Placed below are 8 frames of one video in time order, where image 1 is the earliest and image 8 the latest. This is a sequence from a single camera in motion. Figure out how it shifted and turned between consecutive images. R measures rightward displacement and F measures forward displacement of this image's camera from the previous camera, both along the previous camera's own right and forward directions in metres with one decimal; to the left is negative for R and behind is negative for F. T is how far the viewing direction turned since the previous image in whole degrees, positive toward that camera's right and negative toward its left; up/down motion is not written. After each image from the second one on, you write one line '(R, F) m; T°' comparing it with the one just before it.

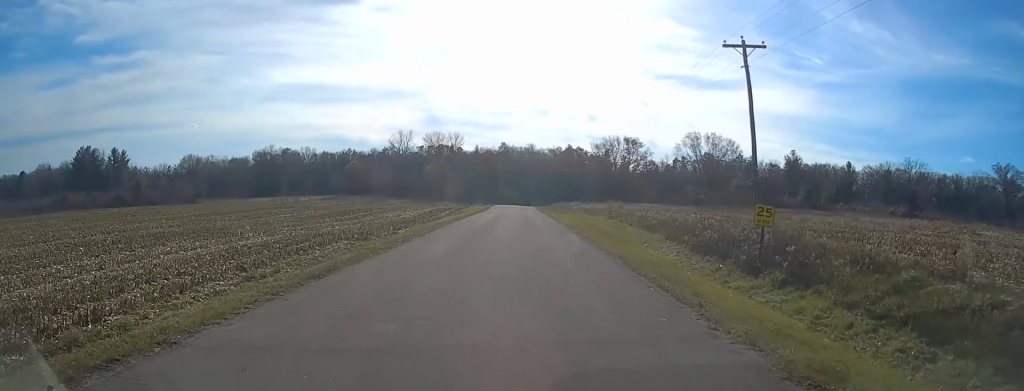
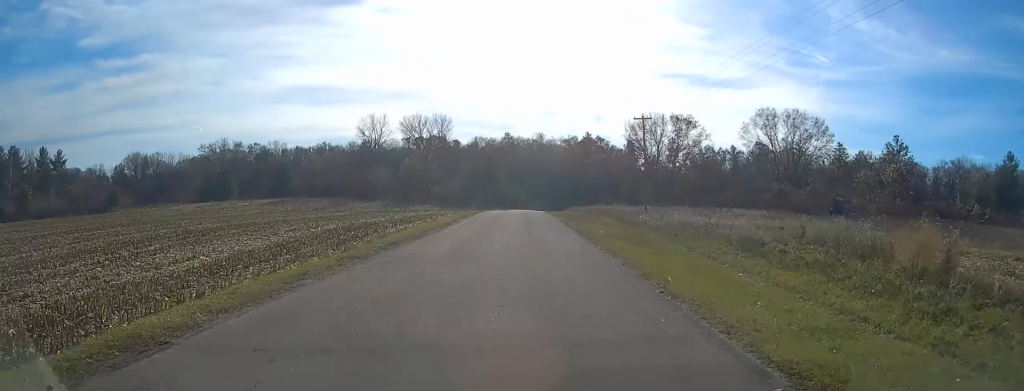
(-0.3, +47.9) m; -1°
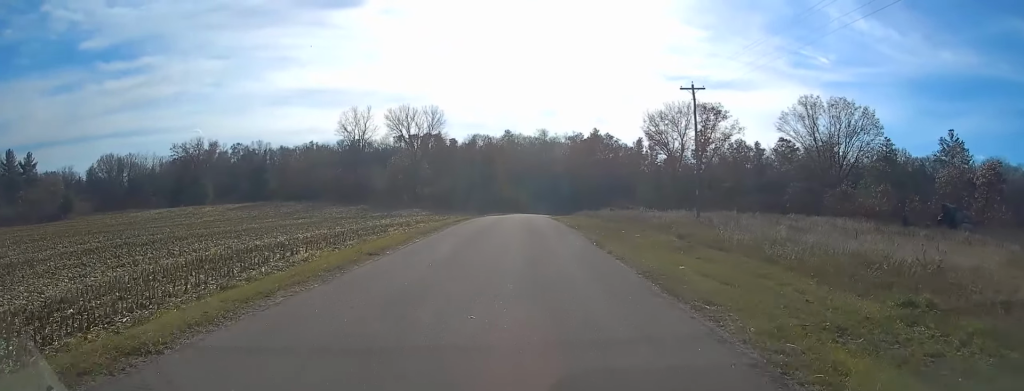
(0.0, +18.1) m; 0°
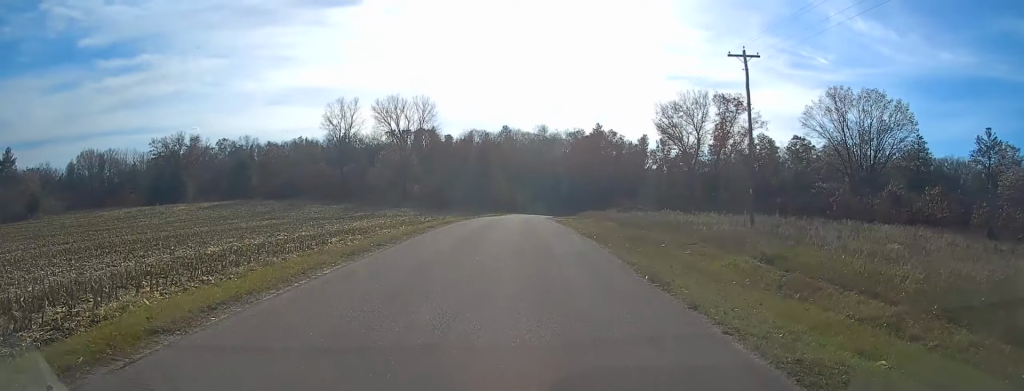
(+0.1, +10.6) m; 0°
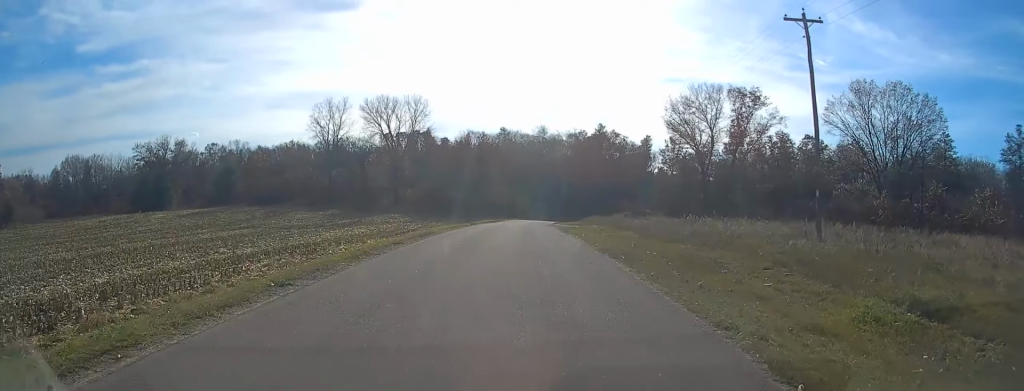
(0.0, +7.8) m; 0°
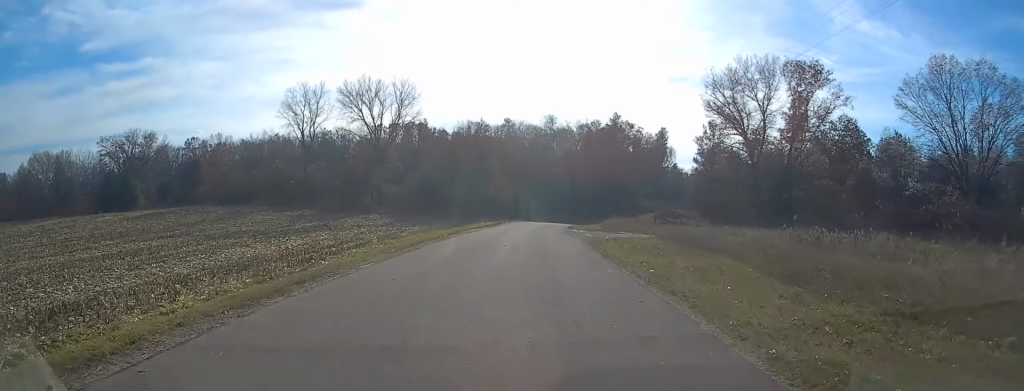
(+0.1, +17.9) m; -1°
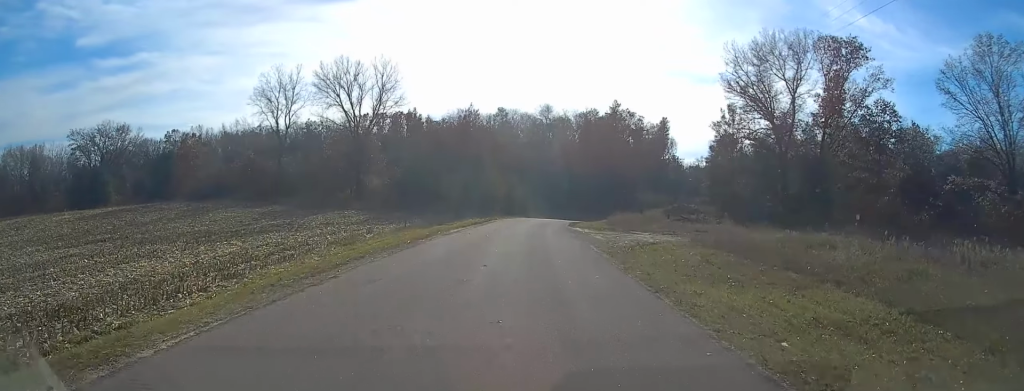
(-0.2, +9.4) m; 0°
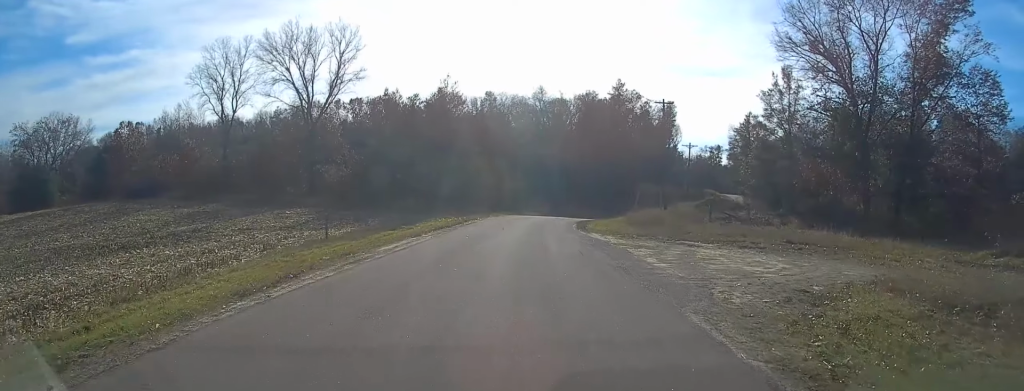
(-0.1, +16.8) m; +1°
